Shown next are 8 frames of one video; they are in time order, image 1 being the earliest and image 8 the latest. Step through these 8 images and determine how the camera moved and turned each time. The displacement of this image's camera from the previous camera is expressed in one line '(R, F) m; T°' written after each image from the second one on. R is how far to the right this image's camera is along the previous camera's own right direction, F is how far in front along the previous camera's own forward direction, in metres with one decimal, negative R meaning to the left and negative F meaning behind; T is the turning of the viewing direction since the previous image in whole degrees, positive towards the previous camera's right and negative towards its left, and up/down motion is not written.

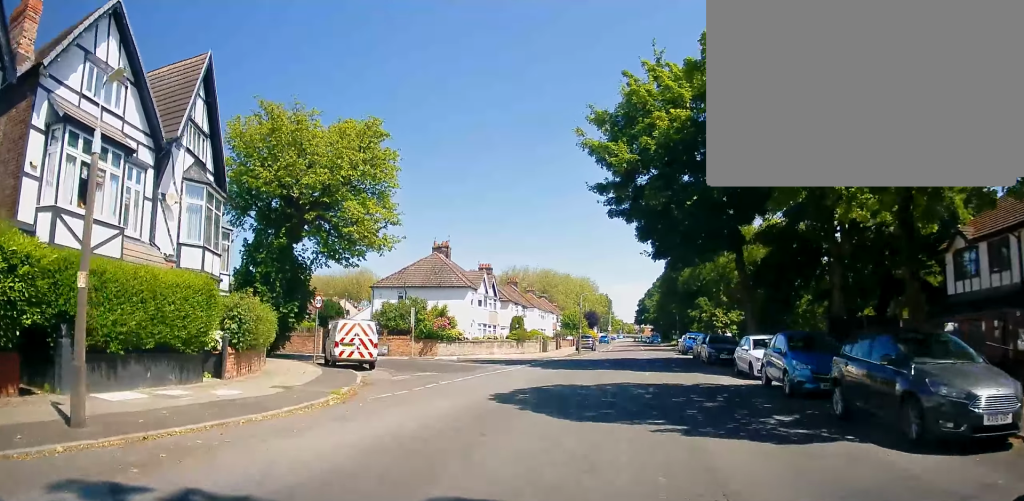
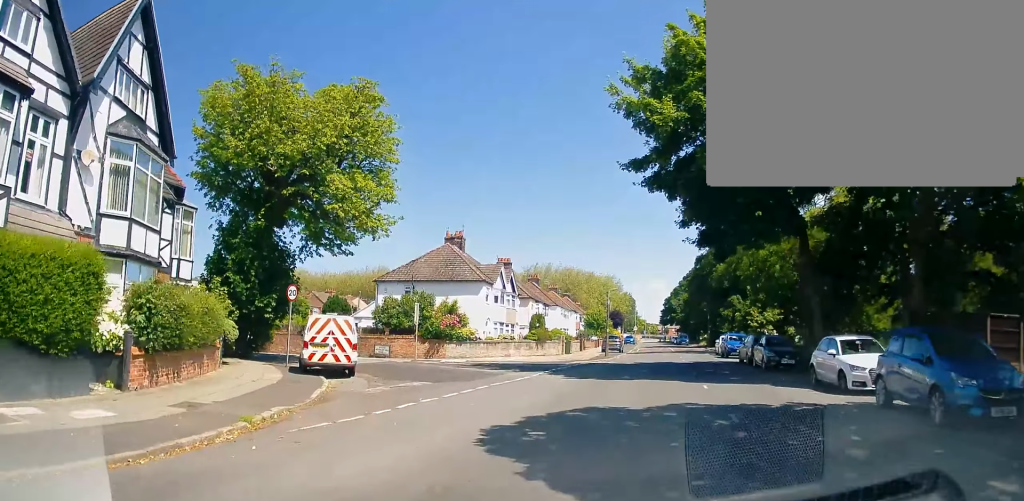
(-0.2, +4.9) m; -1°
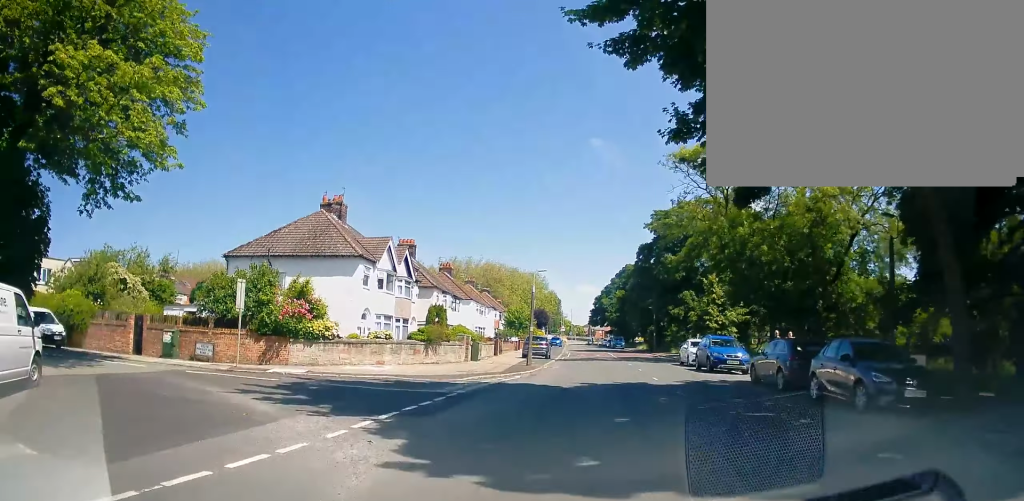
(+0.5, +12.2) m; +7°
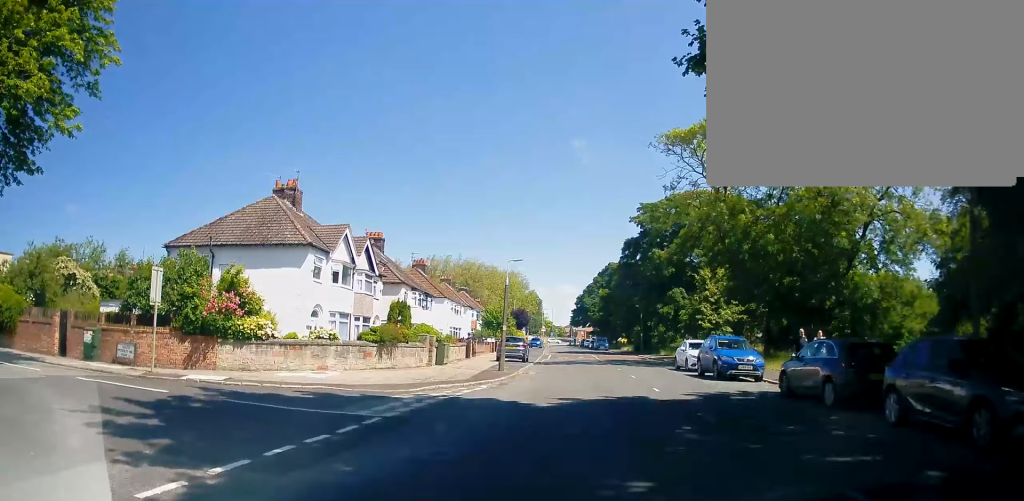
(+0.2, +4.1) m; +1°
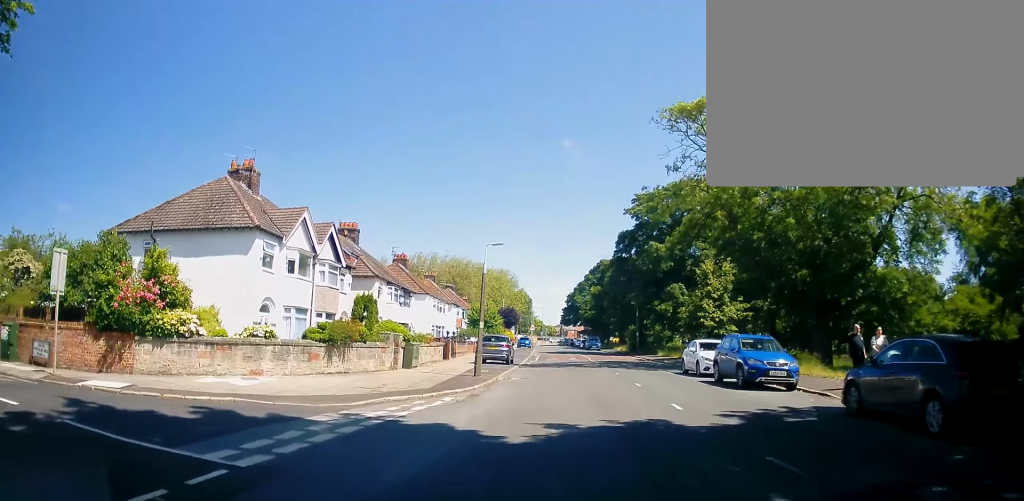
(+0.2, +4.1) m; 0°
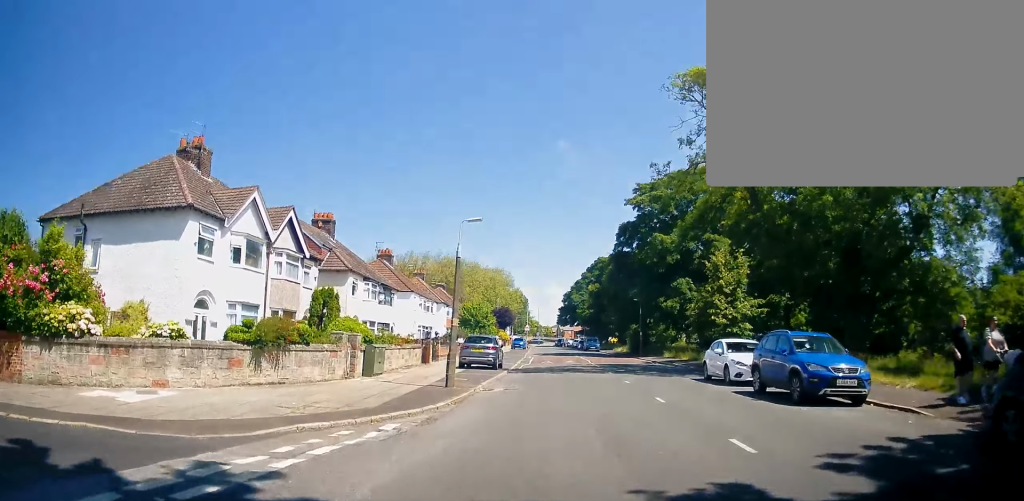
(-0.2, +4.7) m; -2°
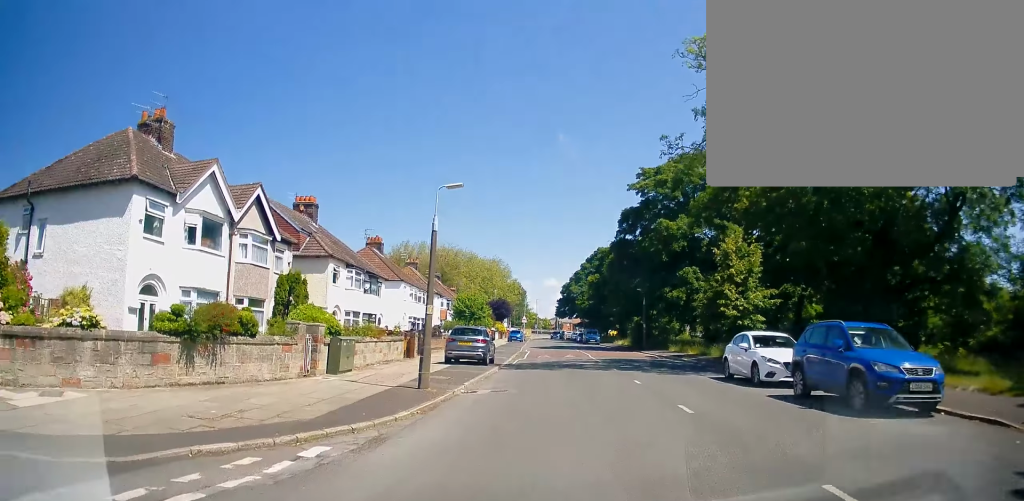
(0.0, +3.1) m; 0°
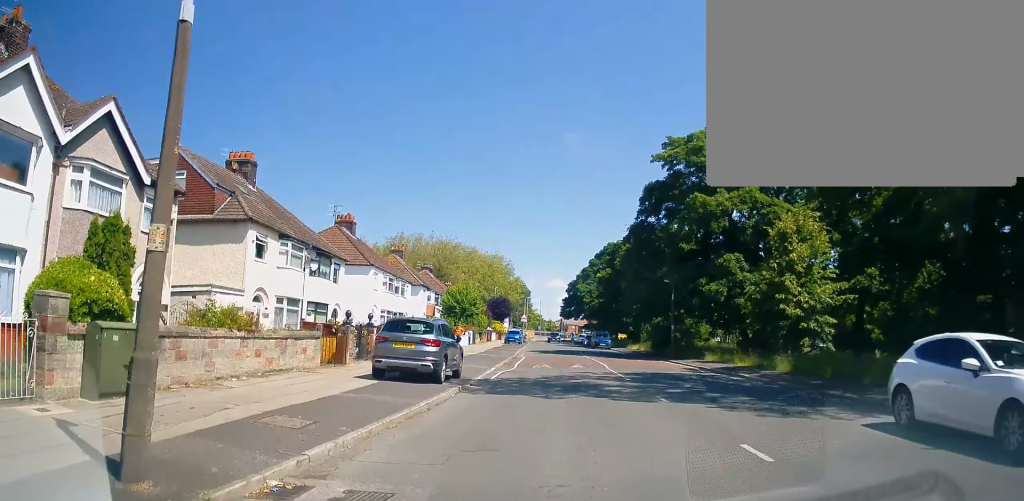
(+0.4, +10.3) m; +3°
